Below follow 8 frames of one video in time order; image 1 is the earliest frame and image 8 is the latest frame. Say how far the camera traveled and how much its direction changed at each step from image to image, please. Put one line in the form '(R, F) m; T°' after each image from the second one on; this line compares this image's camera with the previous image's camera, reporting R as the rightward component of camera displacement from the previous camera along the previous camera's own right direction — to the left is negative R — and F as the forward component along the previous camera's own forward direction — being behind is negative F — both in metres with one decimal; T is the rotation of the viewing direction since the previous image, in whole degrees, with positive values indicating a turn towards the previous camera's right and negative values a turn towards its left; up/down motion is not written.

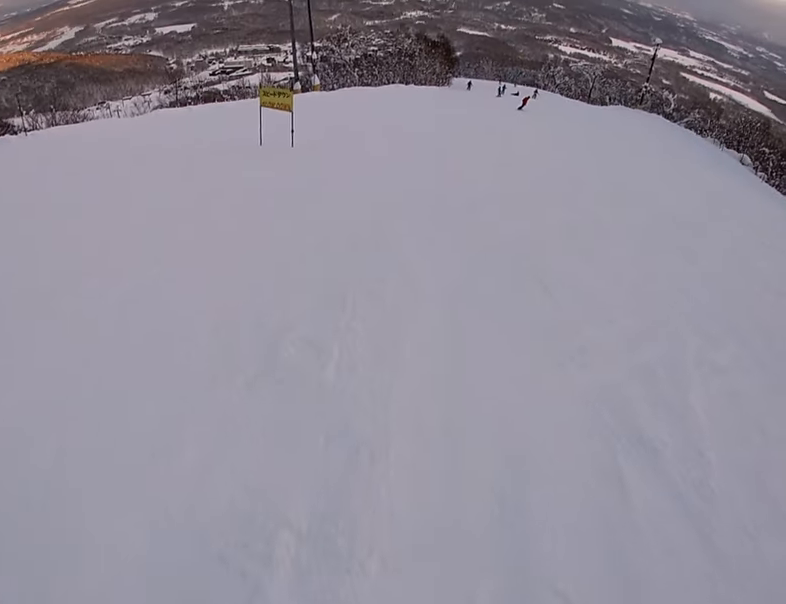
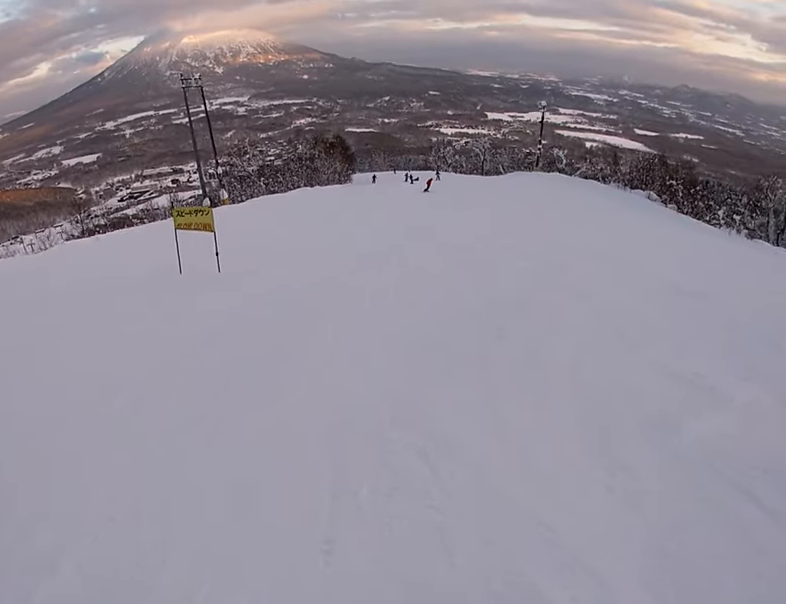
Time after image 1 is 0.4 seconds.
(0.0, +2.9) m; +6°
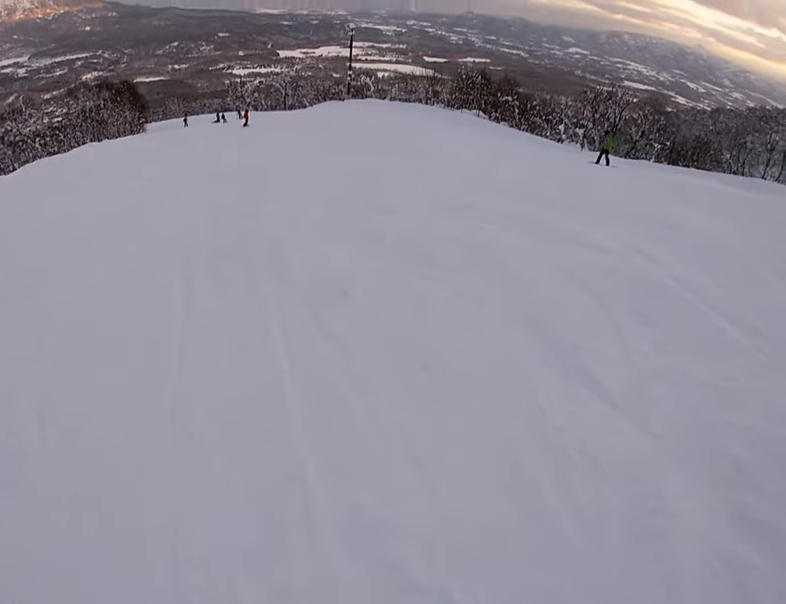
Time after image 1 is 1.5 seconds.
(+1.0, +6.1) m; +15°
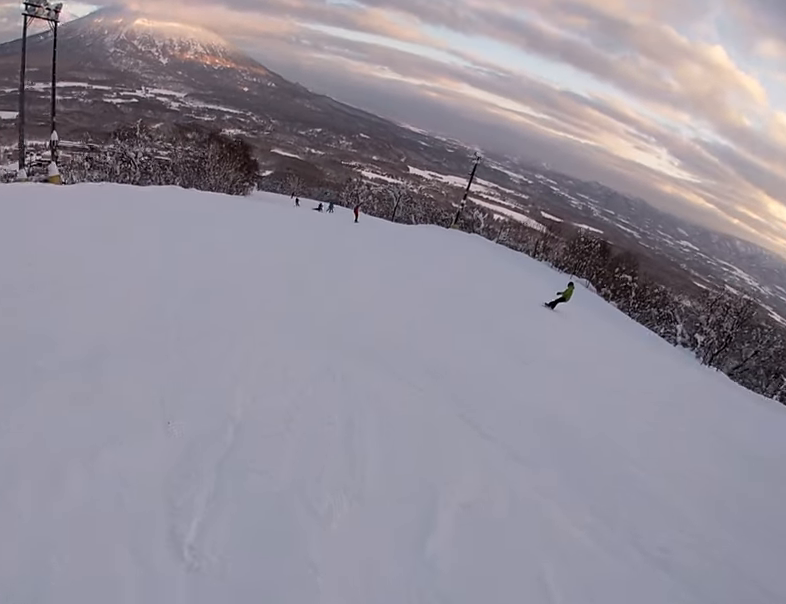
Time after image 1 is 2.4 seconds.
(+0.7, +6.2) m; -3°
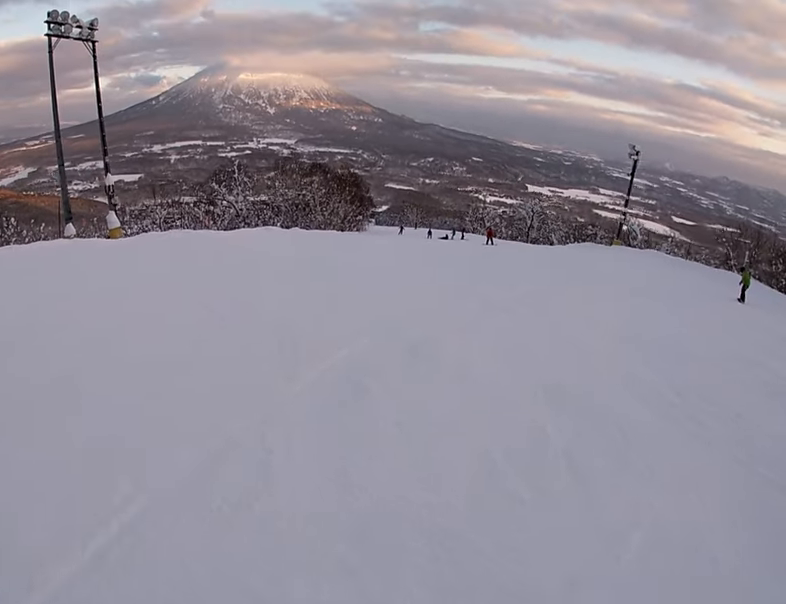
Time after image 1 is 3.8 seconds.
(-1.5, +9.6) m; -7°
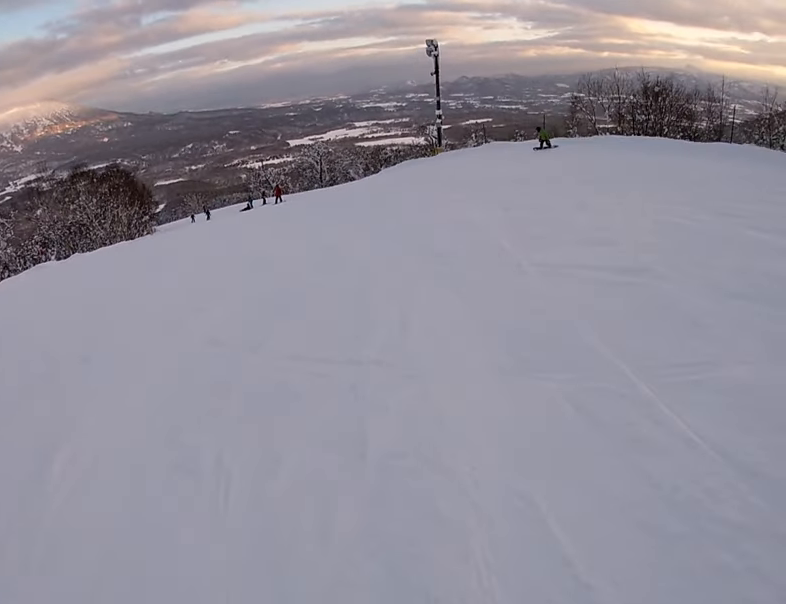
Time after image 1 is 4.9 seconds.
(+0.1, +8.3) m; +10°
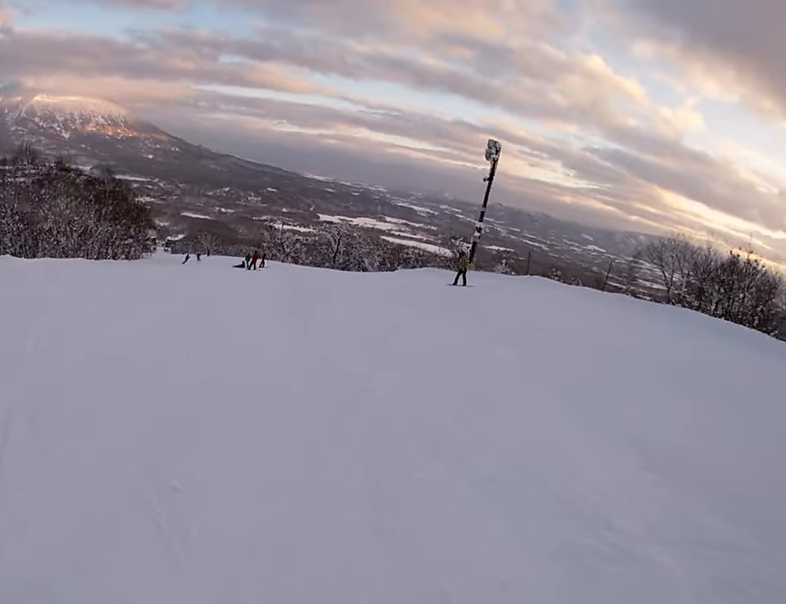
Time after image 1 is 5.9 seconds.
(+1.1, +7.1) m; +2°
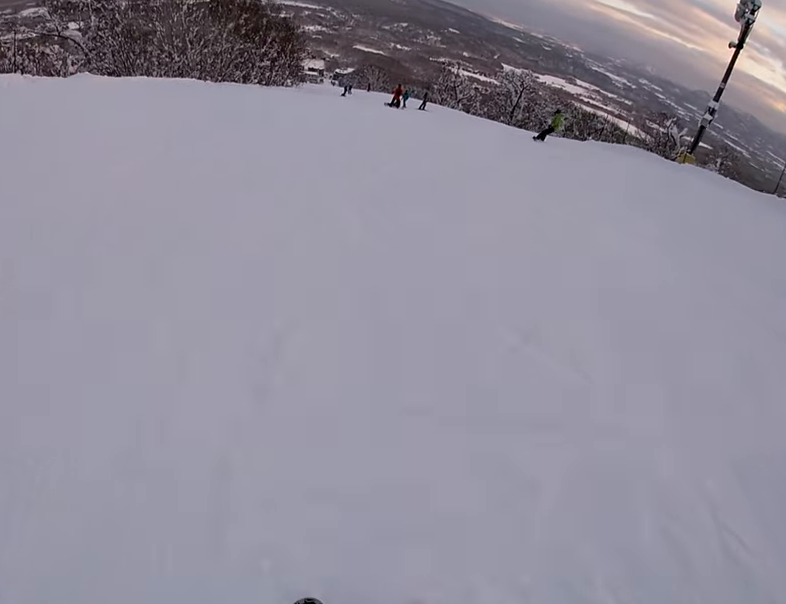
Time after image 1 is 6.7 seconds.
(-0.5, +5.7) m; -3°
